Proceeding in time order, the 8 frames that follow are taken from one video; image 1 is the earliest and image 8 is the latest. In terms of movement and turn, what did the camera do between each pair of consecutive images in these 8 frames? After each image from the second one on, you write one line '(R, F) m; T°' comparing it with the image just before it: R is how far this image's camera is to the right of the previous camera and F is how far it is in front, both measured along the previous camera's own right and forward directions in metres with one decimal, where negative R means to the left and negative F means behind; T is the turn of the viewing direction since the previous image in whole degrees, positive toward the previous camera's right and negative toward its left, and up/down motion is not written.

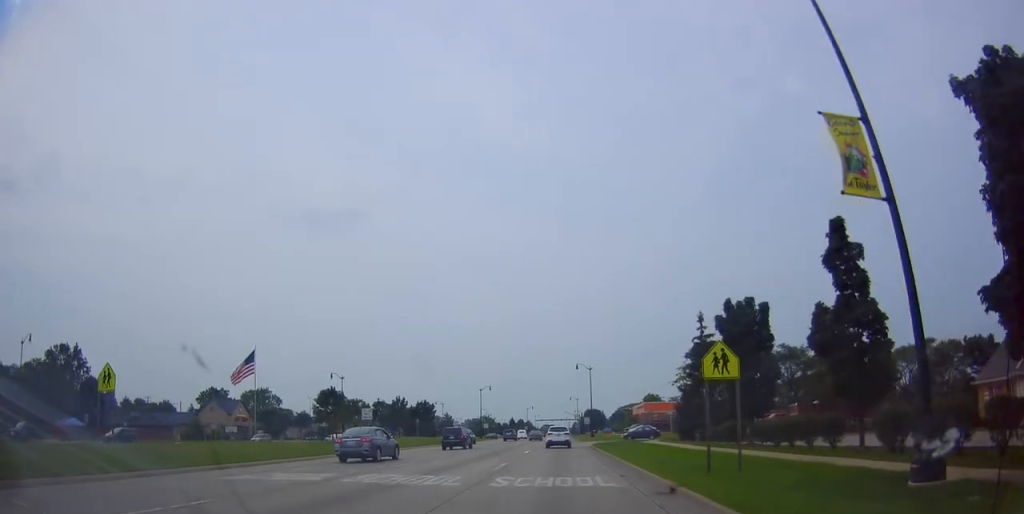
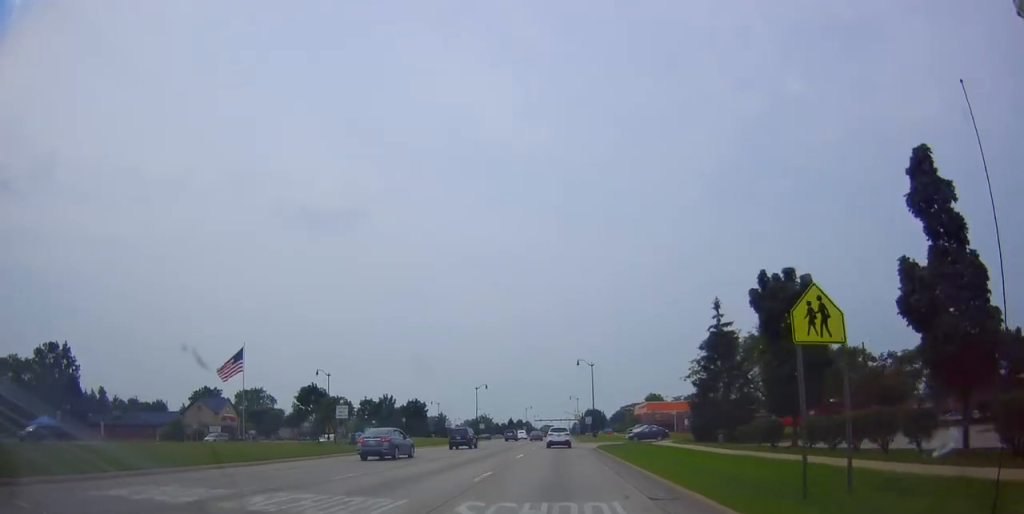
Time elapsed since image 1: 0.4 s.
(0.0, +5.1) m; 0°
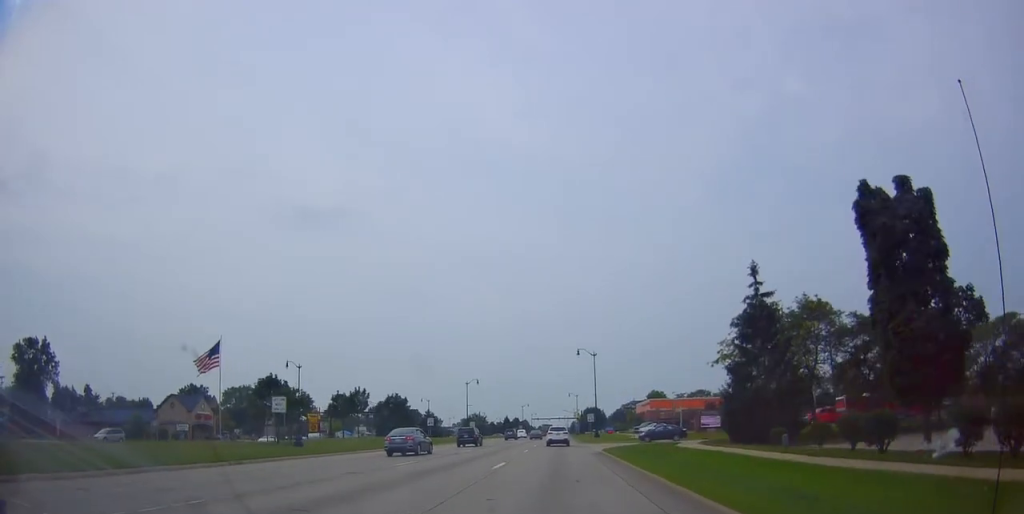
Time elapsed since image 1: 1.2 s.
(0.0, +9.2) m; -1°
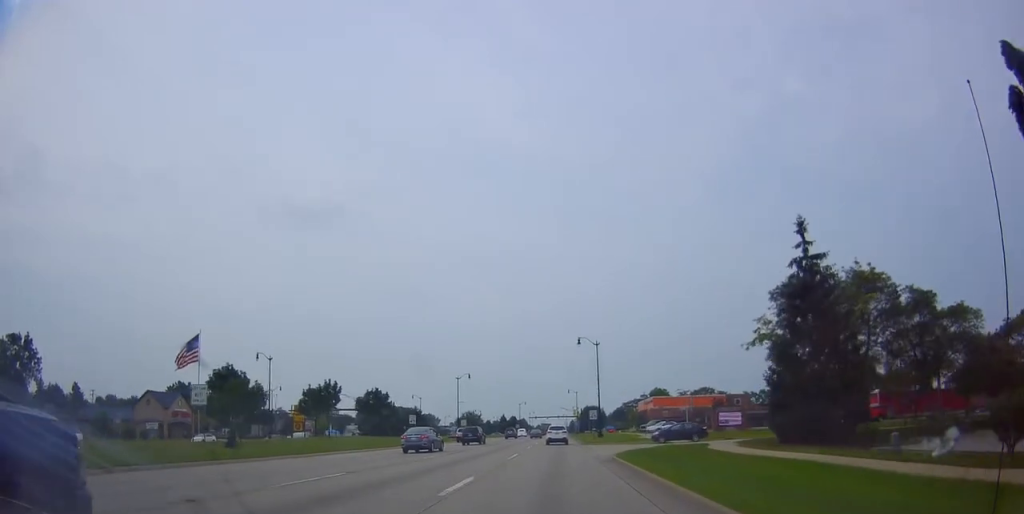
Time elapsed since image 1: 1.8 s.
(0.0, +7.7) m; -1°
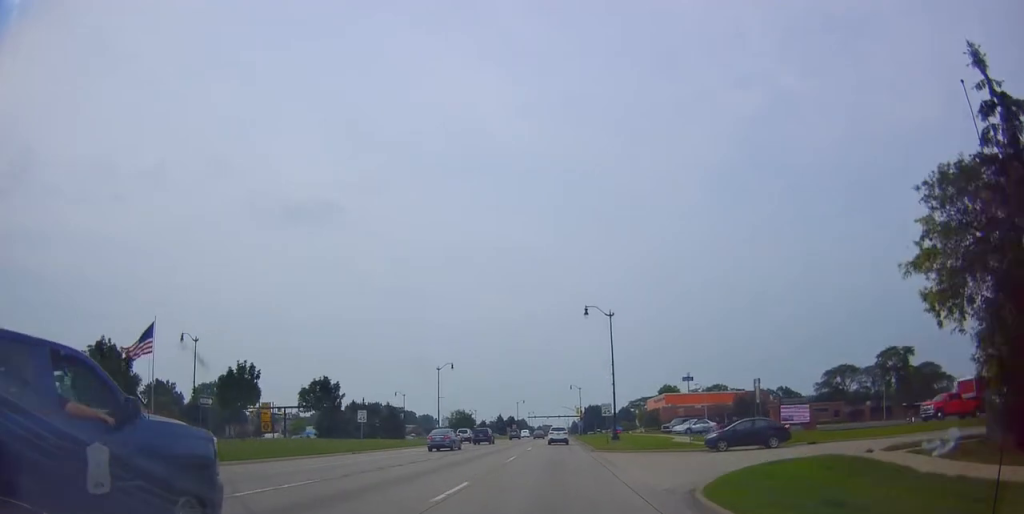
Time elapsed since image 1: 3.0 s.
(-0.2, +15.9) m; -1°
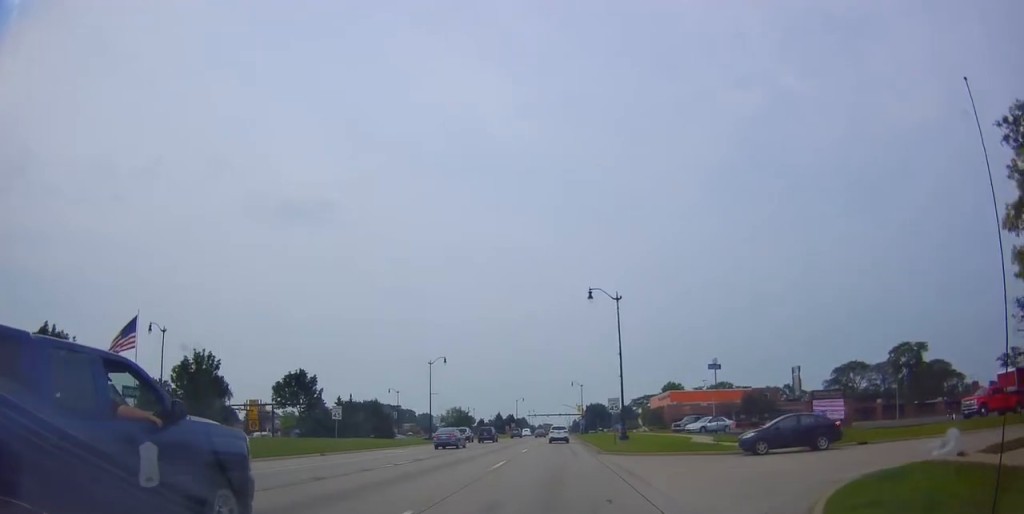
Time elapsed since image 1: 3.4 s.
(+0.2, +5.4) m; -1°
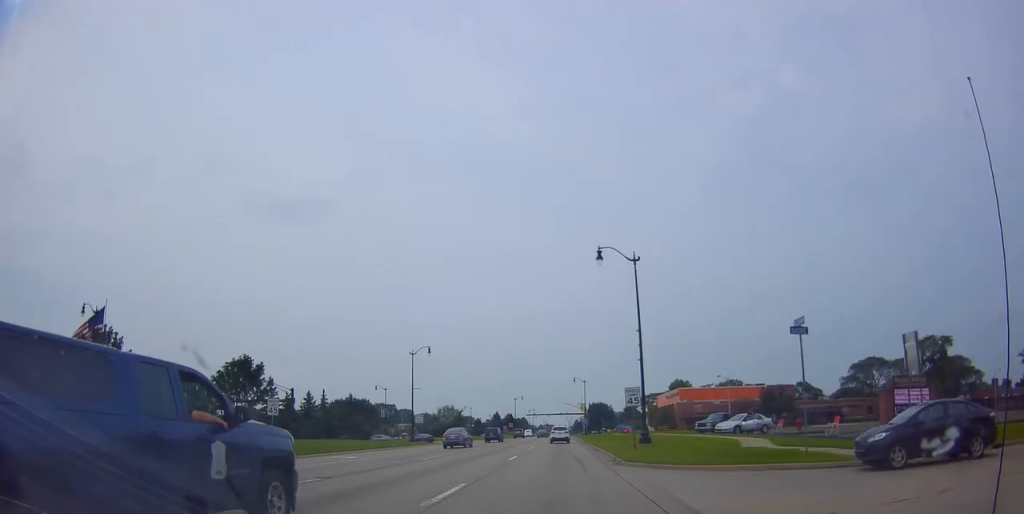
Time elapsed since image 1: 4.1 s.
(-0.3, +9.4) m; 0°
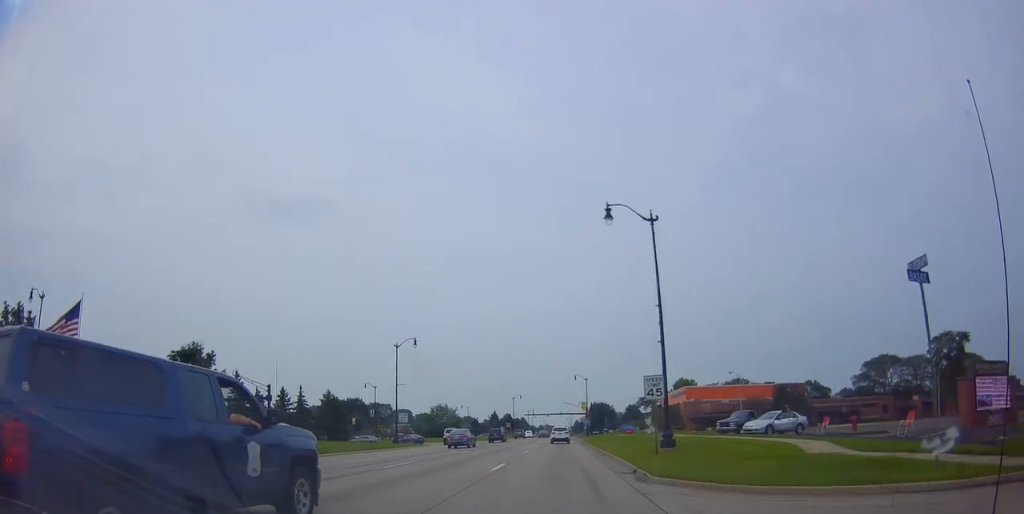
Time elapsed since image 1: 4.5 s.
(-0.4, +6.3) m; 0°
